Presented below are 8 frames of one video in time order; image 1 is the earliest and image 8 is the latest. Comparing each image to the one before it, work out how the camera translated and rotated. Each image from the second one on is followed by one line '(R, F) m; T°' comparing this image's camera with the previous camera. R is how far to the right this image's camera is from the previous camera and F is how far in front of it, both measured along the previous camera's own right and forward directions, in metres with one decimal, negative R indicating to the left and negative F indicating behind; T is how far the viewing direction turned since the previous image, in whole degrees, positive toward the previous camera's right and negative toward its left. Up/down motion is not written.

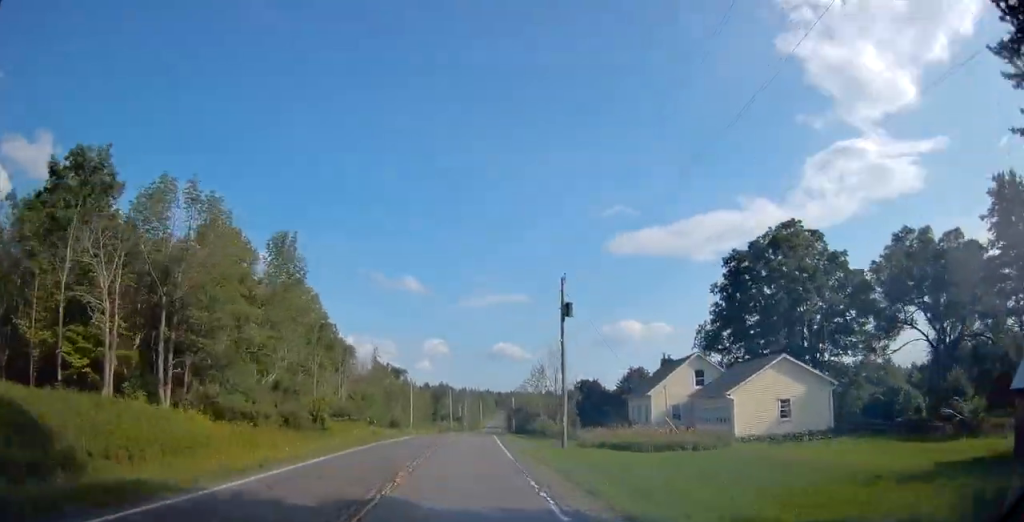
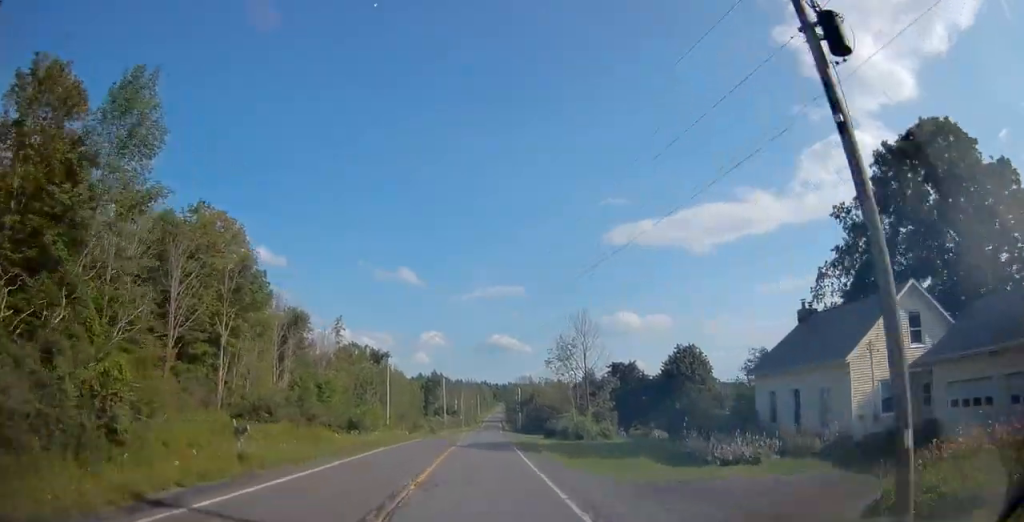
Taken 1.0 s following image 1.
(0.0, +24.4) m; +1°
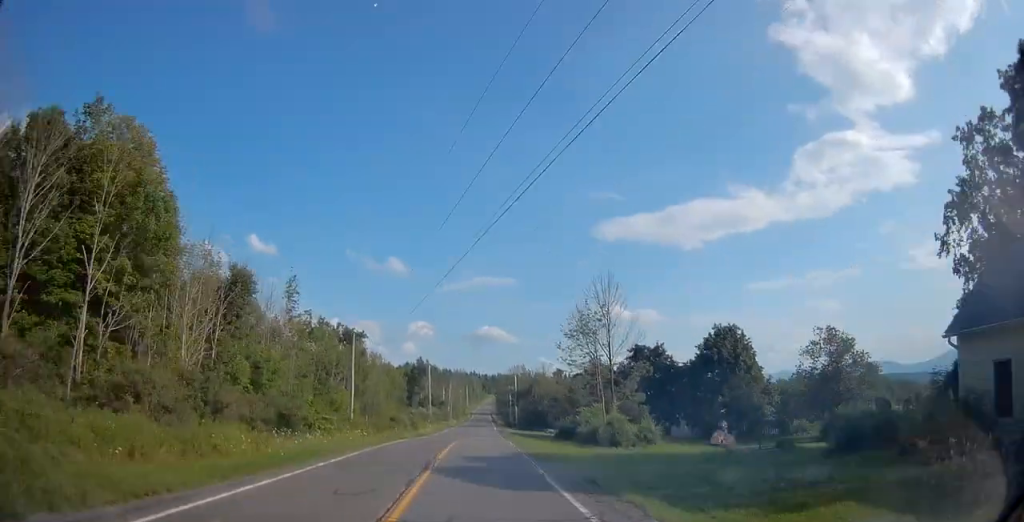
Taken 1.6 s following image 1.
(+0.1, +15.1) m; +1°
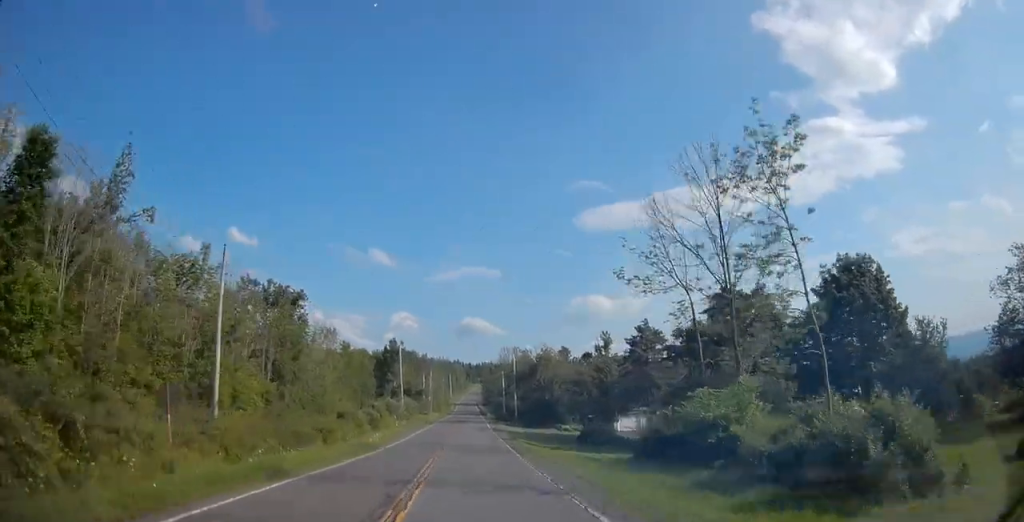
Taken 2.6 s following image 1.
(+0.4, +25.9) m; +1°
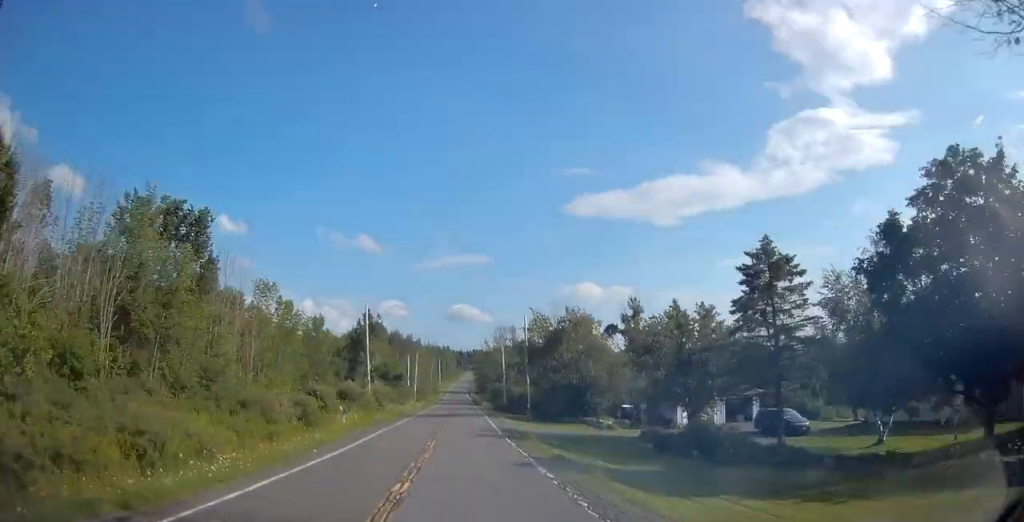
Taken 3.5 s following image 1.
(+0.1, +23.3) m; +1°
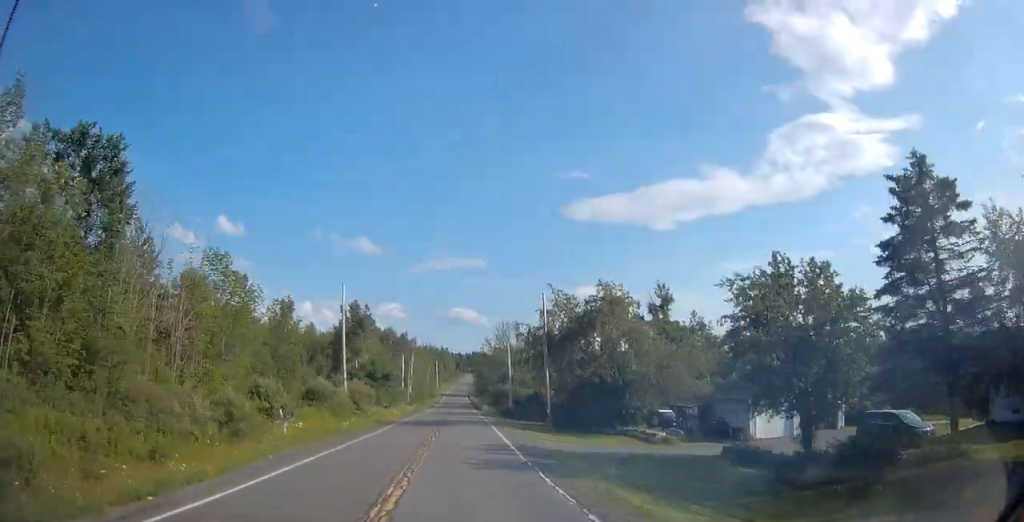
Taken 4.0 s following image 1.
(+0.2, +12.5) m; 0°
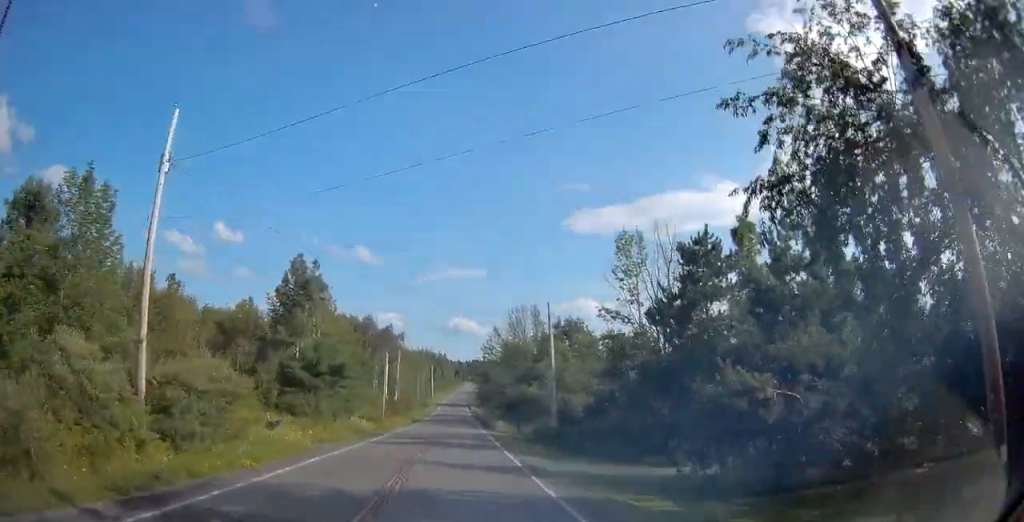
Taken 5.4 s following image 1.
(+0.1, +34.0) m; +1°
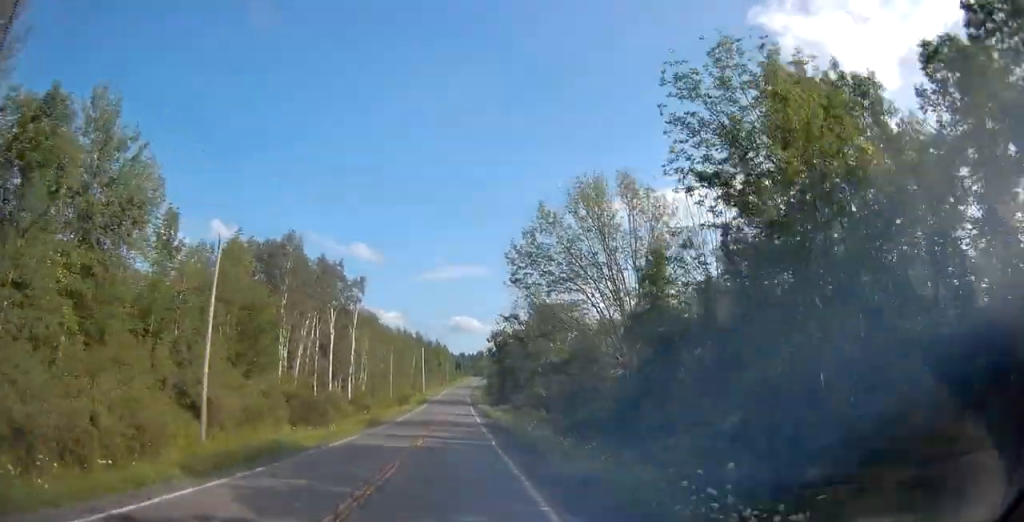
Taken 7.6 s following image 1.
(+0.4, +55.7) m; 0°
